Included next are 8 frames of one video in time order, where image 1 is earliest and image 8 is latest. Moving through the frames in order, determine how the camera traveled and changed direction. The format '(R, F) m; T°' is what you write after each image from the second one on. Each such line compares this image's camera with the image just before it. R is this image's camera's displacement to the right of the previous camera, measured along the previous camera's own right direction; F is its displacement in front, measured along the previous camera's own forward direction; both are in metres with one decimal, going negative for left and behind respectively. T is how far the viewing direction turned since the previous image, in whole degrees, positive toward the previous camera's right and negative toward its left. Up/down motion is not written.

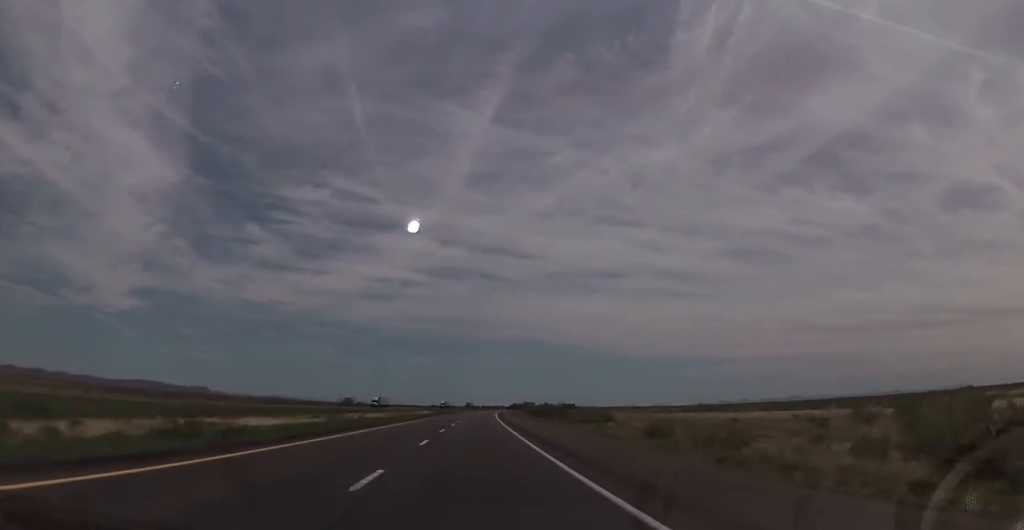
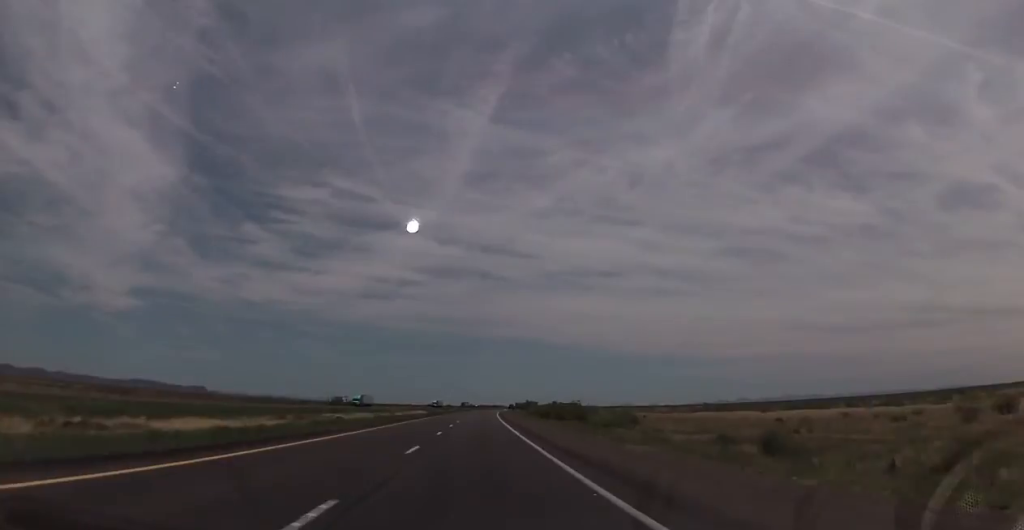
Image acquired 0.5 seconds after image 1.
(0.0, +16.5) m; 0°
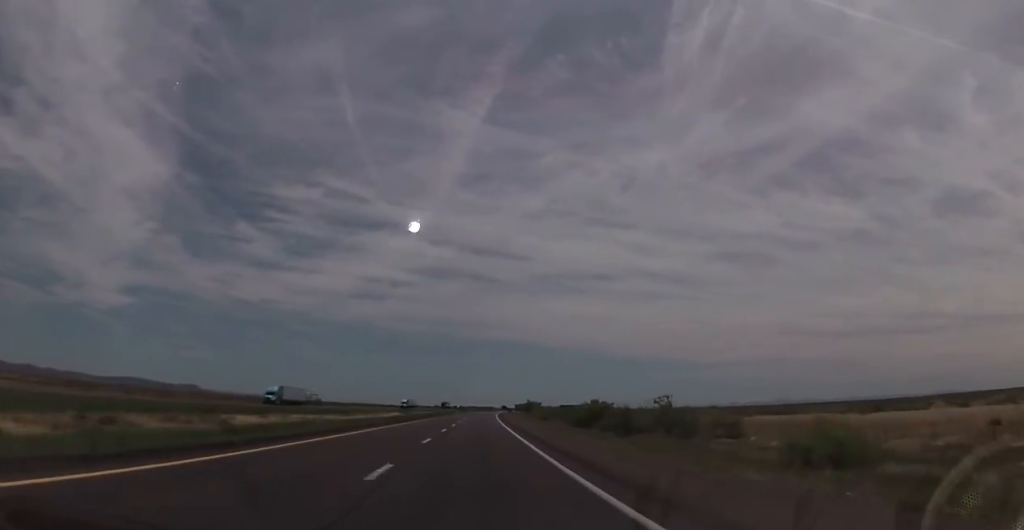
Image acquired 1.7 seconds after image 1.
(0.0, +42.4) m; 0°
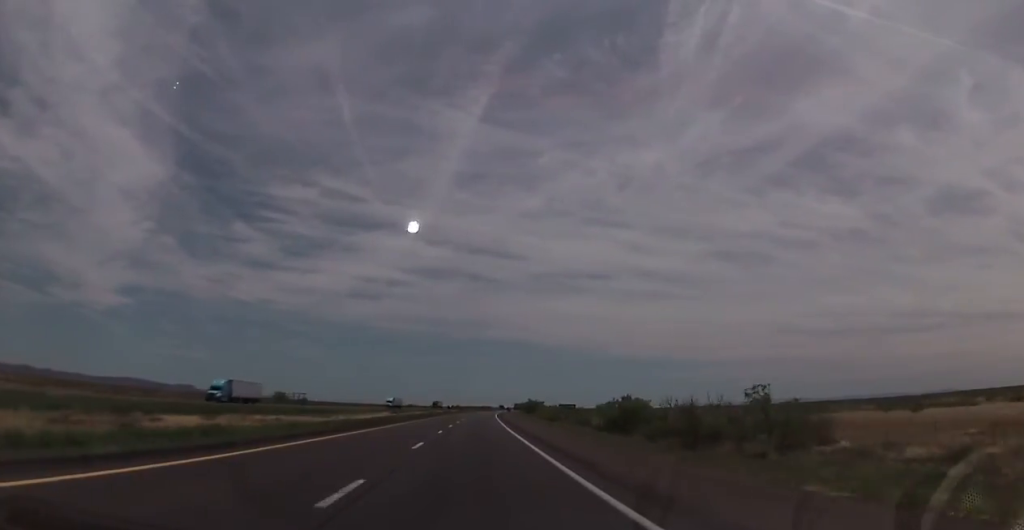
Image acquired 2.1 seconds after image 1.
(0.0, +15.3) m; 0°
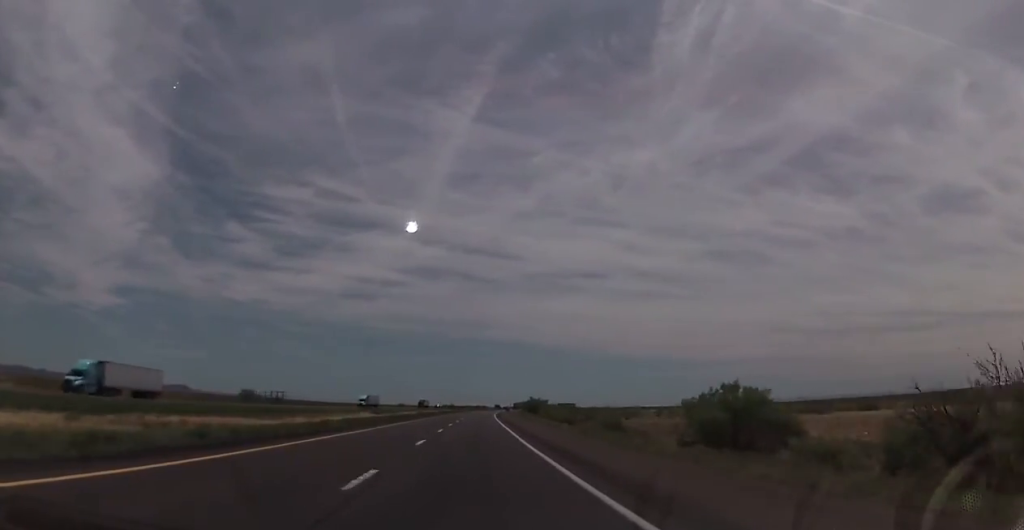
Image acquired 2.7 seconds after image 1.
(-0.1, +22.4) m; +1°
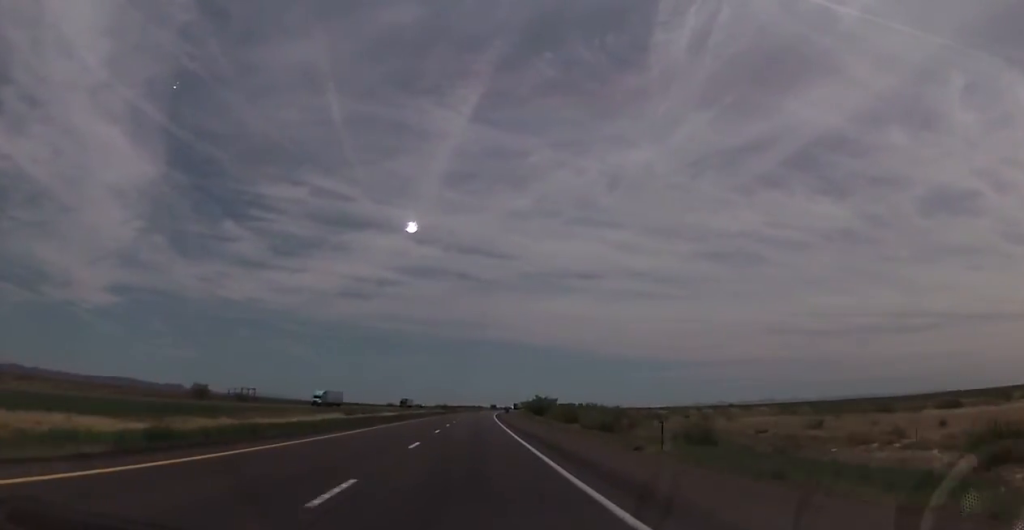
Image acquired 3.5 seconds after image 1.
(+0.4, +26.0) m; +1°
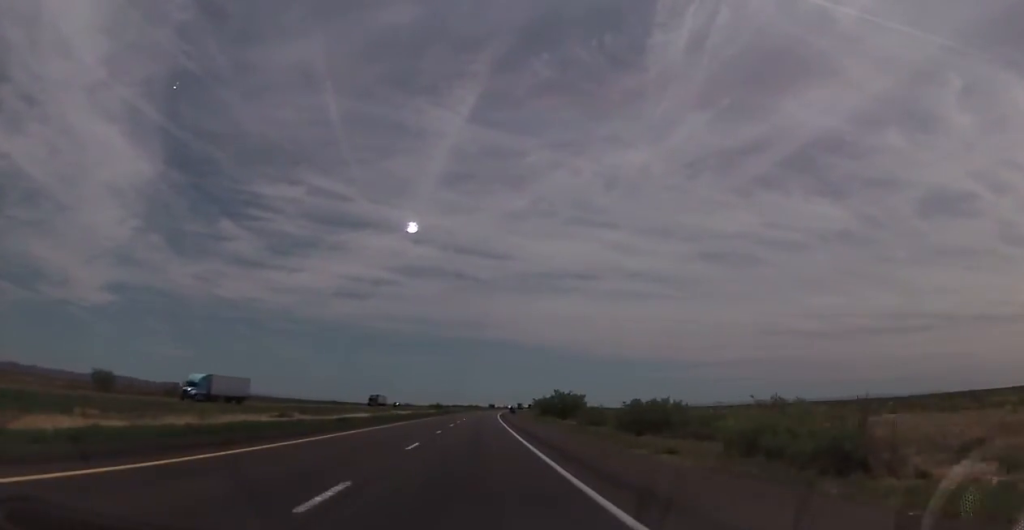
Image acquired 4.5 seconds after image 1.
(+0.2, +36.7) m; 0°
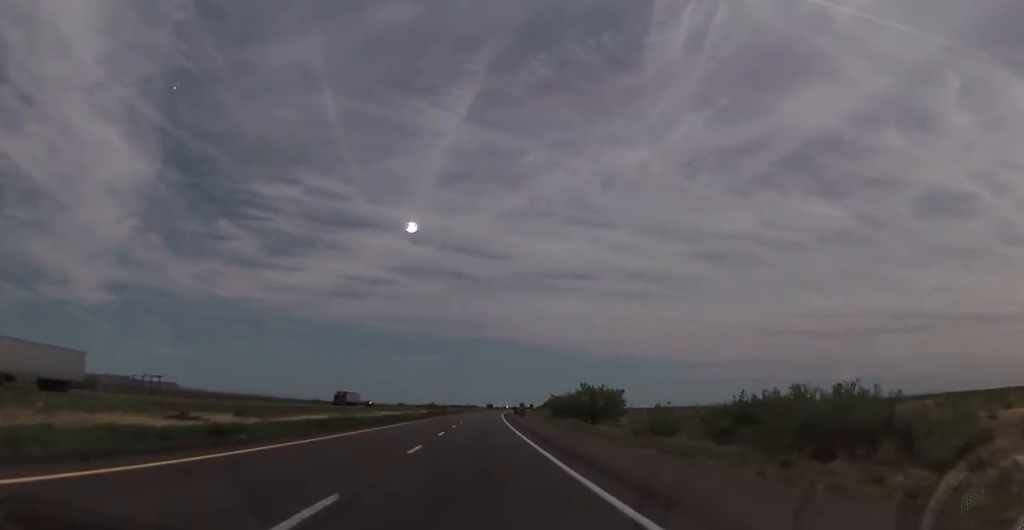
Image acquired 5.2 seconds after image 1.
(-0.1, +26.2) m; 0°
